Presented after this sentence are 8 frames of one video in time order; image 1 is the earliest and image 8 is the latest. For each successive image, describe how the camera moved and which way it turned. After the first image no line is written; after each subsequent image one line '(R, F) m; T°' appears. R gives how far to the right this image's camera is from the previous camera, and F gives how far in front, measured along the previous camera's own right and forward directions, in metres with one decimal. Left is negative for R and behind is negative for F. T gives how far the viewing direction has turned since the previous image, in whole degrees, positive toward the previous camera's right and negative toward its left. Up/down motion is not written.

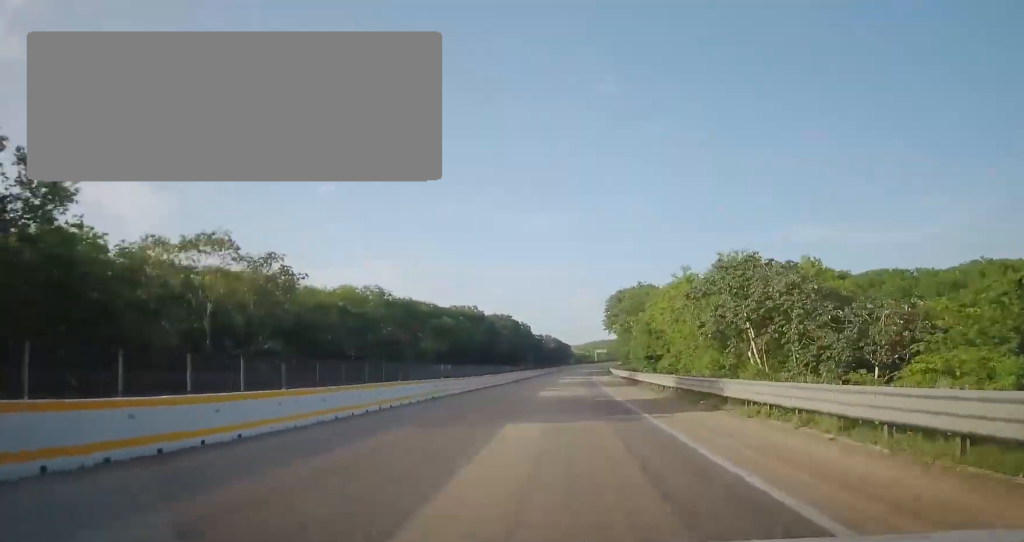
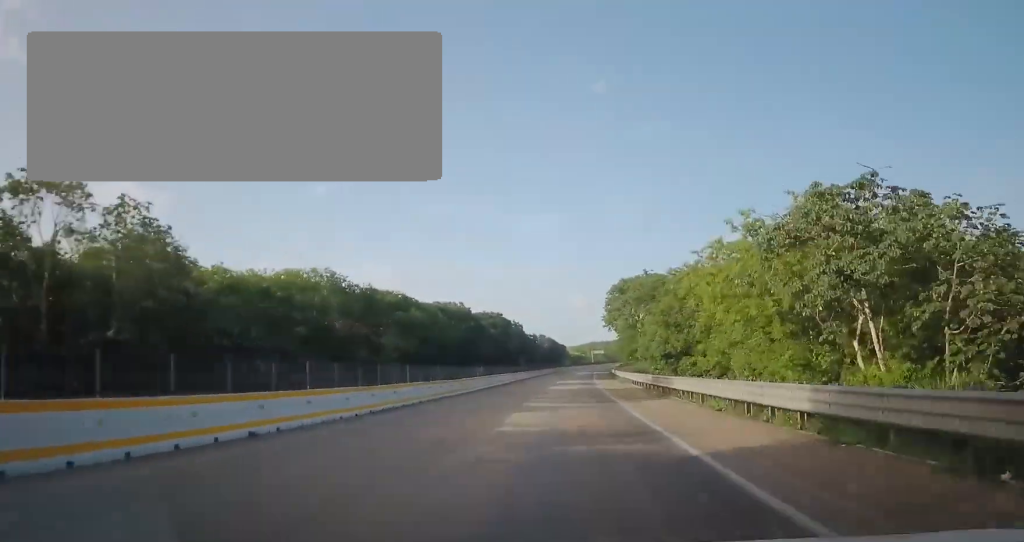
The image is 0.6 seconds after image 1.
(+0.1, +15.8) m; +1°
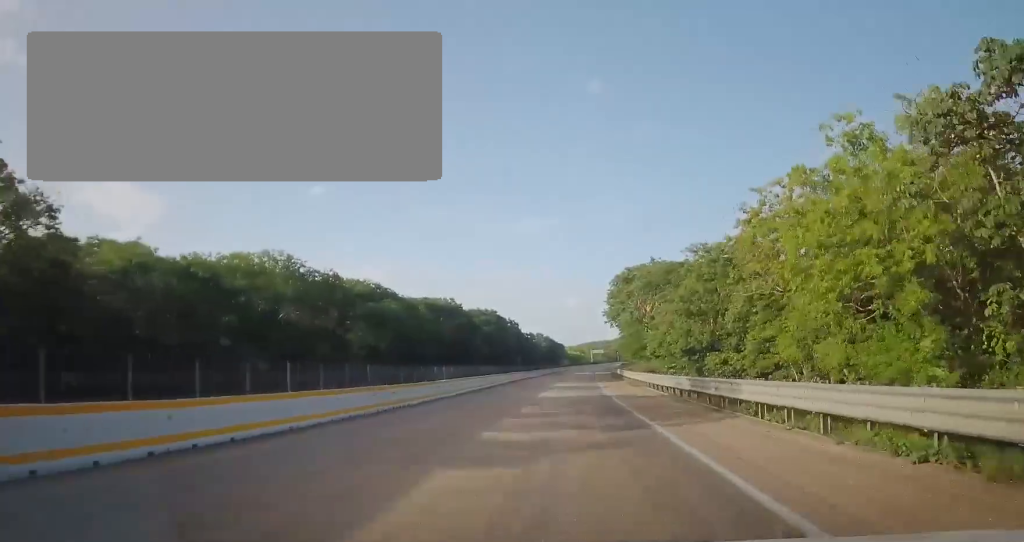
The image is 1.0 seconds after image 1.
(0.0, +10.7) m; +1°
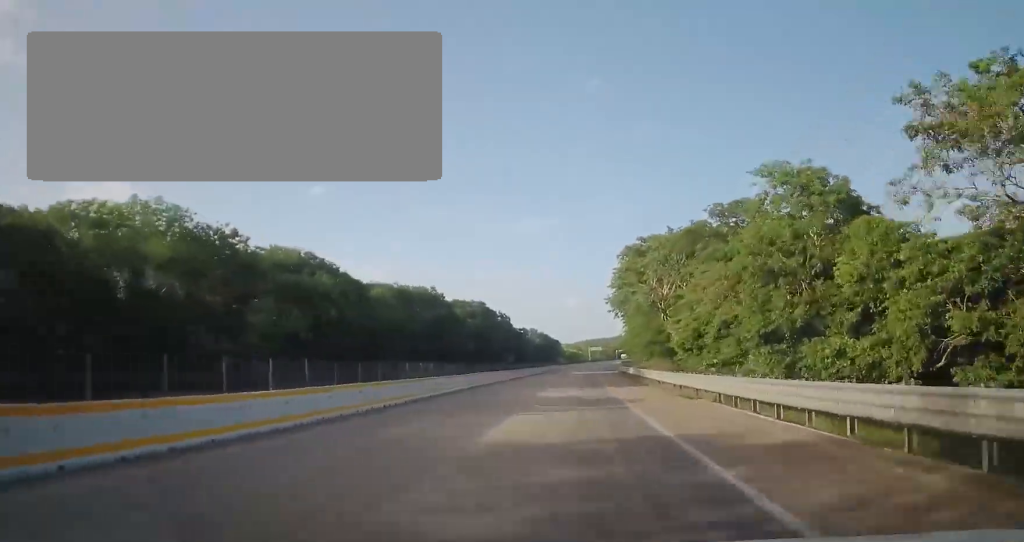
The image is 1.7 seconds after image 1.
(+0.4, +18.2) m; +1°
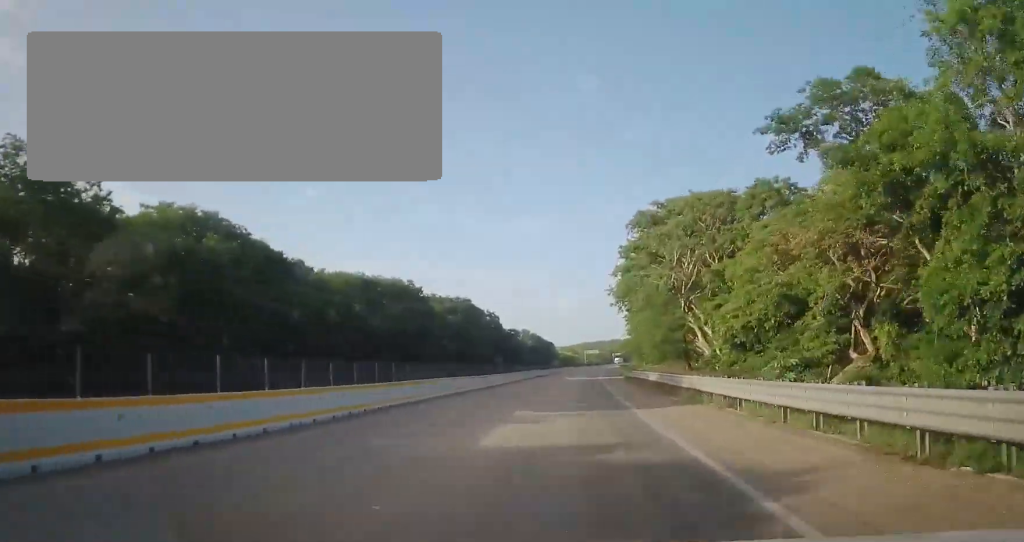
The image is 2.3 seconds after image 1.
(+0.1, +15.5) m; 0°
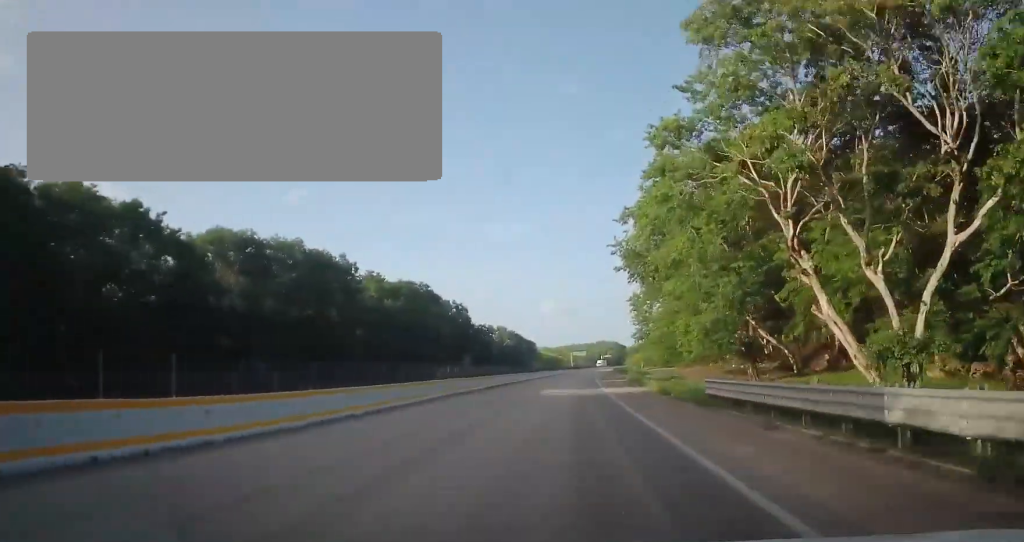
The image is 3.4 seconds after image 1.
(-0.2, +30.2) m; 0°
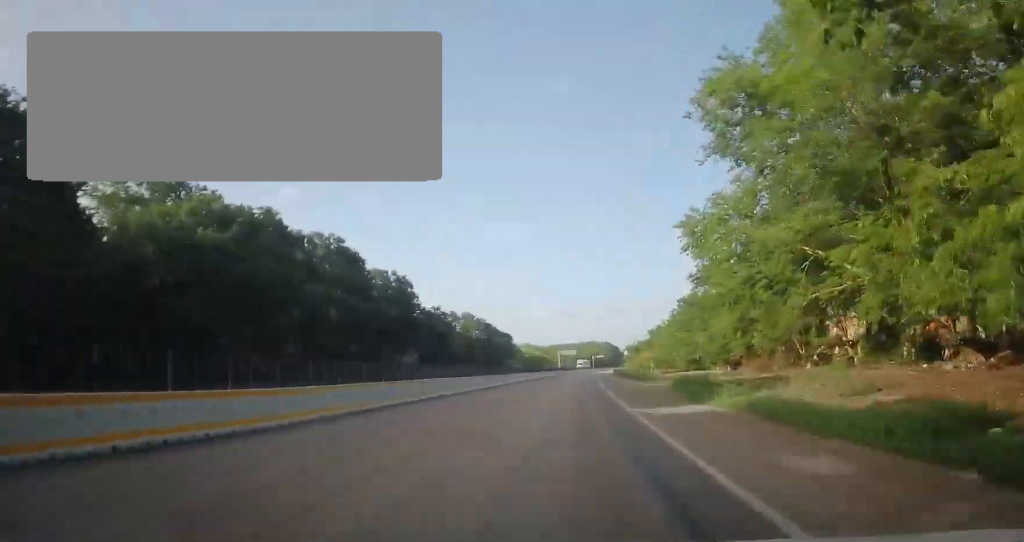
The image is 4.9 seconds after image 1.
(+0.8, +40.8) m; +3°
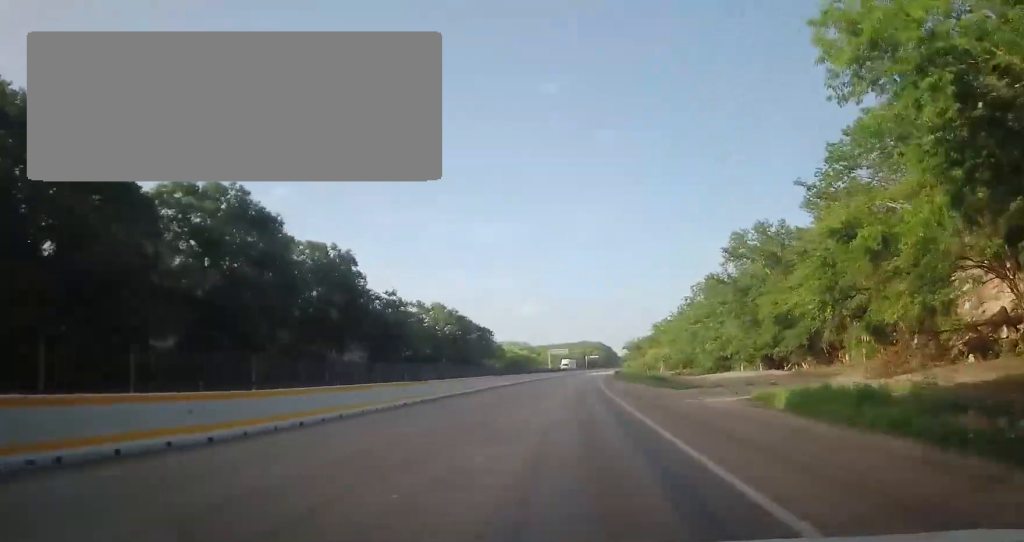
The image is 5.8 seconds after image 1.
(+0.3, +22.6) m; +1°
